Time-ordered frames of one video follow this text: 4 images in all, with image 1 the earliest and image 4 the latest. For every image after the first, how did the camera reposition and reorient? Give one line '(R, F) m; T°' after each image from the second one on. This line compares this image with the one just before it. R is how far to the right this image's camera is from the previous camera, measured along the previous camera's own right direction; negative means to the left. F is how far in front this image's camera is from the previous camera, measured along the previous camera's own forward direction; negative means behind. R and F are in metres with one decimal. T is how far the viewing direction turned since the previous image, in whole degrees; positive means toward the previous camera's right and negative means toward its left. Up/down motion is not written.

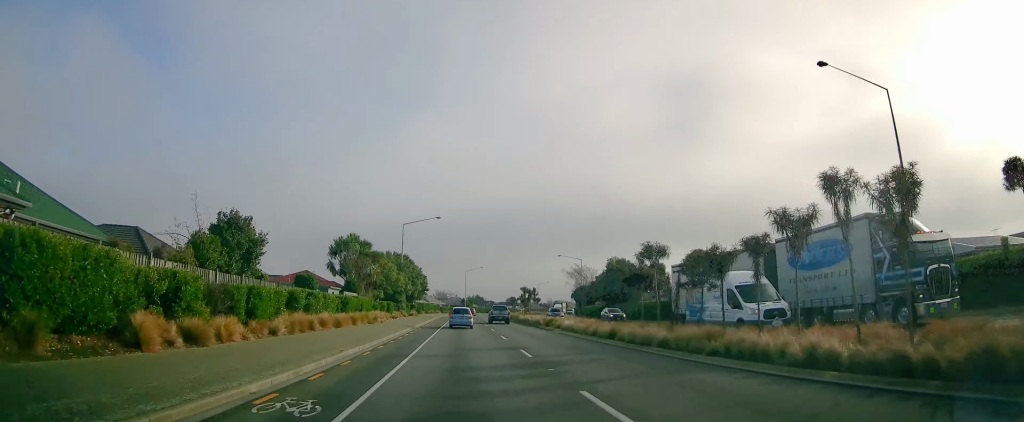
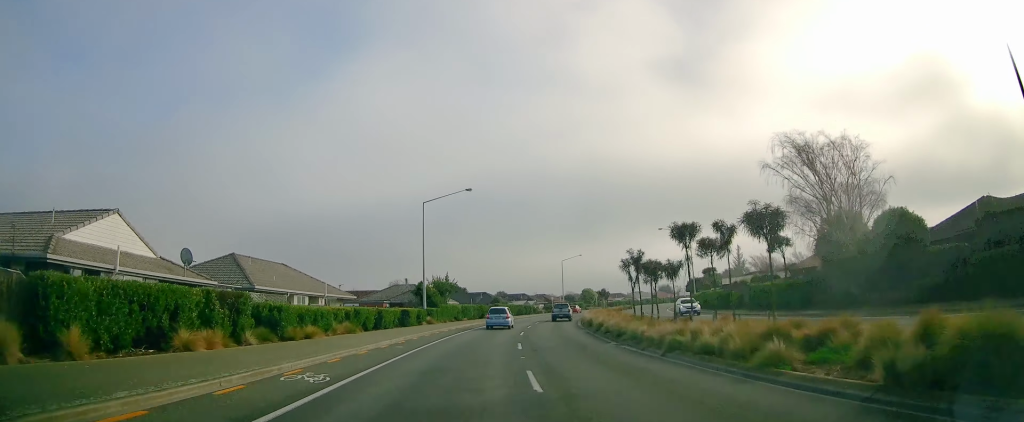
(+1.9, +98.4) m; +5°
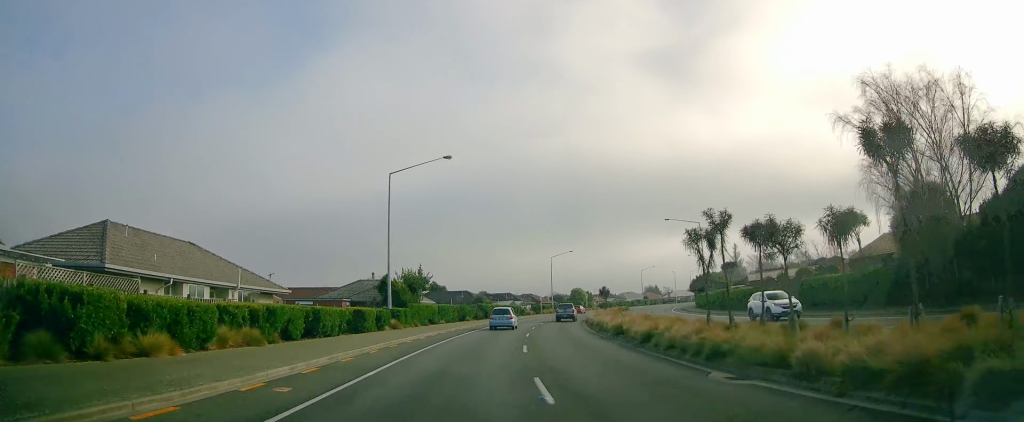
(+0.5, +11.2) m; +2°
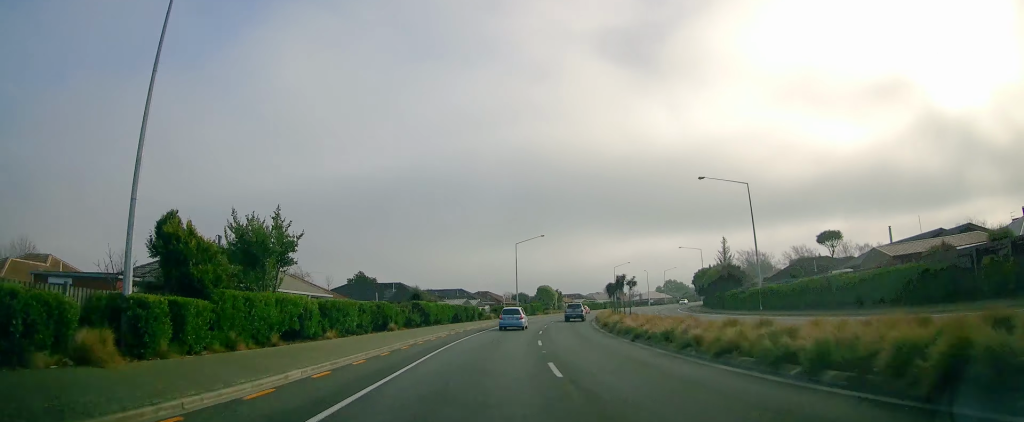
(+0.2, +27.2) m; +1°
